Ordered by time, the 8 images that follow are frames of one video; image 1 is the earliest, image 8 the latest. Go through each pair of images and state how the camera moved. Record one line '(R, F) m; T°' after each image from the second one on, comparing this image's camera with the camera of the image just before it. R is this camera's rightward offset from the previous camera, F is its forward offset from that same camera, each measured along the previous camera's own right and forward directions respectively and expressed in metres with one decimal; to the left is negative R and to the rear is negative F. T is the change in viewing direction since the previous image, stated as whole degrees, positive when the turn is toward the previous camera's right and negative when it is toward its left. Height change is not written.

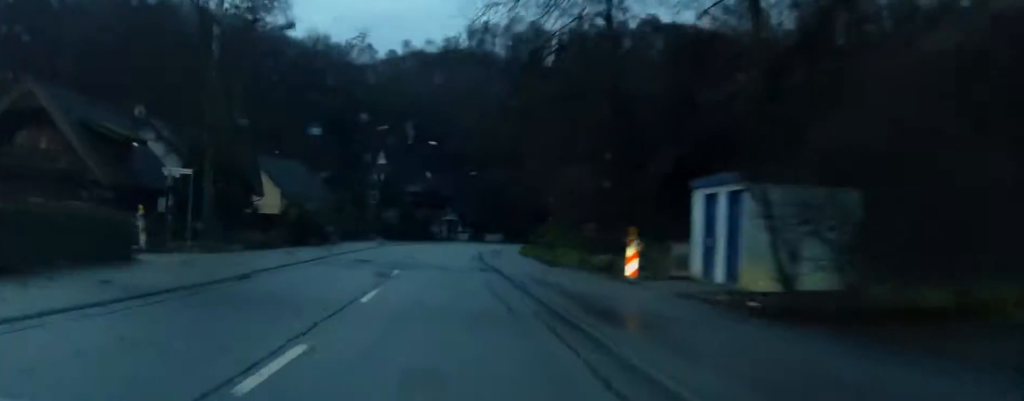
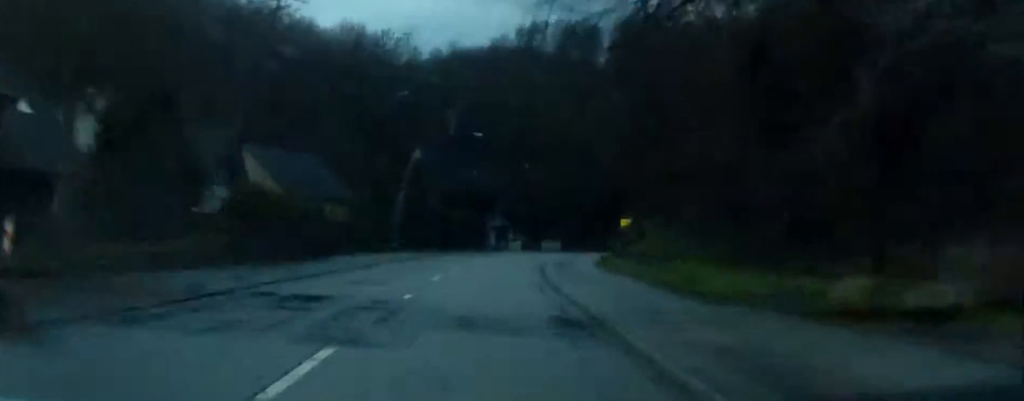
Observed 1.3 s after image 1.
(-0.8, +17.9) m; -3°
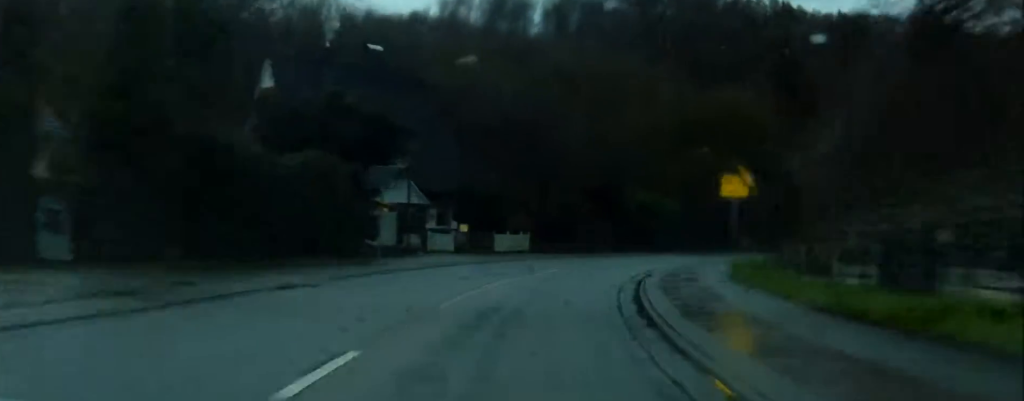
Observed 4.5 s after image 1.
(-1.1, +43.5) m; +2°
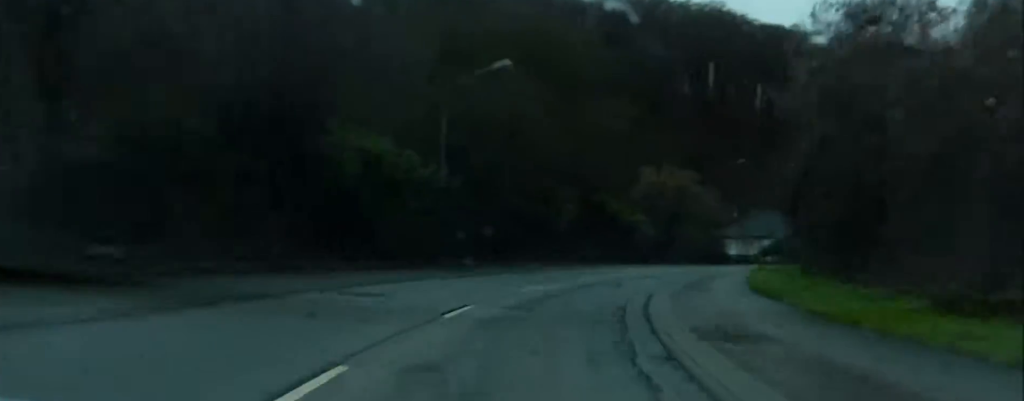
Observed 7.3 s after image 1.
(+4.6, +36.3) m; +17°
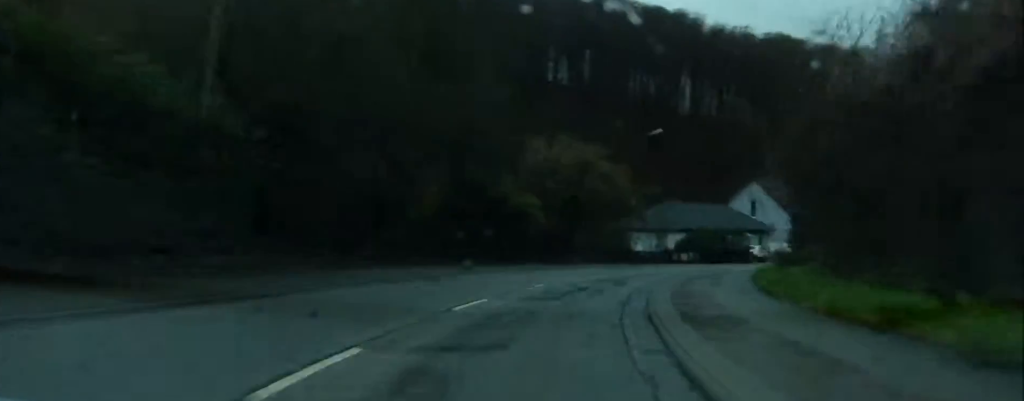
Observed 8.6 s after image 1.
(+0.9, +16.7) m; +10°
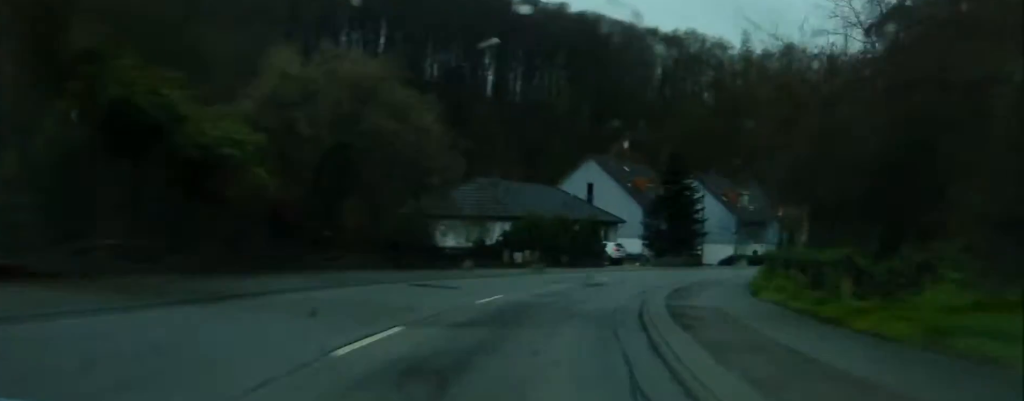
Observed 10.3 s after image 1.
(+2.6, +22.9) m; +11°
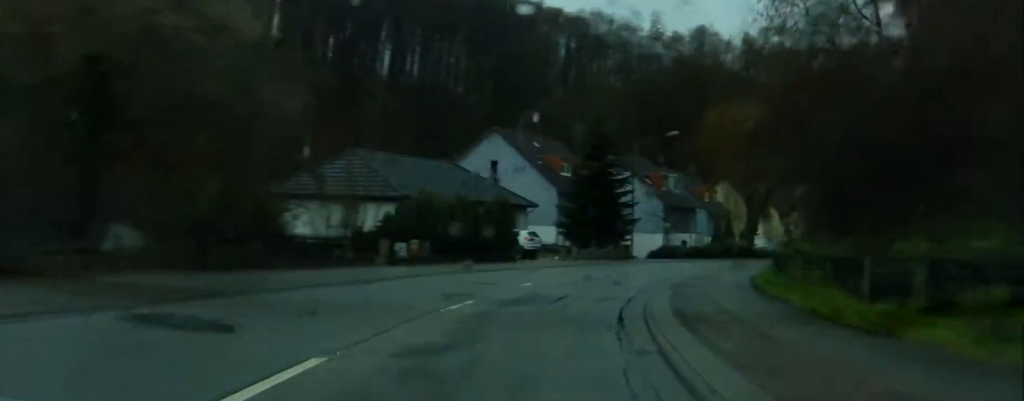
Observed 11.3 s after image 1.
(+1.1, +12.5) m; +6°
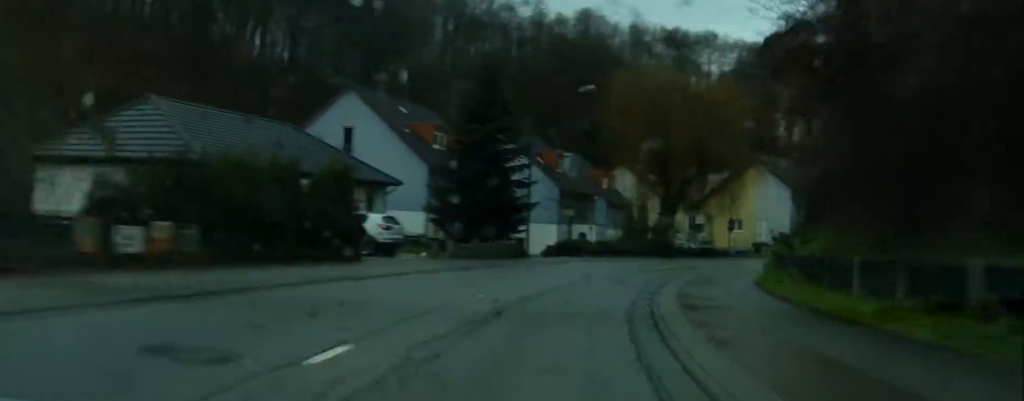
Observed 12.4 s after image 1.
(+0.2, +14.7) m; +8°
